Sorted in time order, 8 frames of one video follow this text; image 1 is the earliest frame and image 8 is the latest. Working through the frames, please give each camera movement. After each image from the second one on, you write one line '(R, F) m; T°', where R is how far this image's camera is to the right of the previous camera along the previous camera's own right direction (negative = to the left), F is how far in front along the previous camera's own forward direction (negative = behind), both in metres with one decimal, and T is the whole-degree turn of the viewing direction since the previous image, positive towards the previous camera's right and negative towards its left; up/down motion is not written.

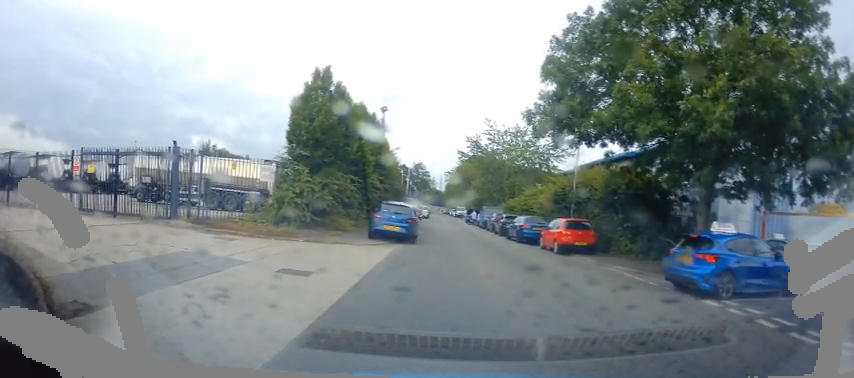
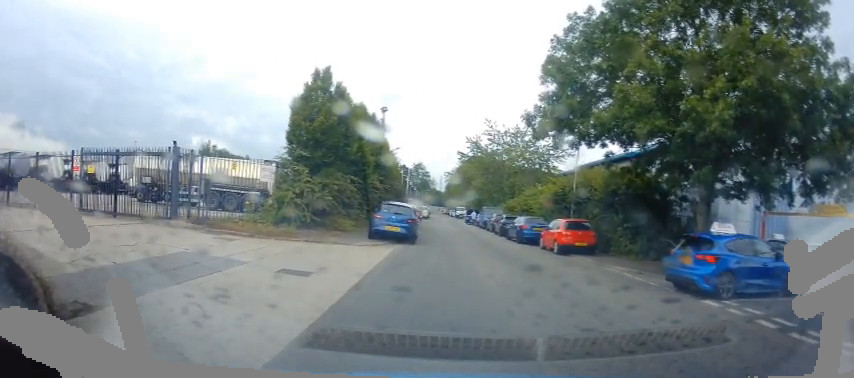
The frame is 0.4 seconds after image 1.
(0.0, 0.0) m; 0°
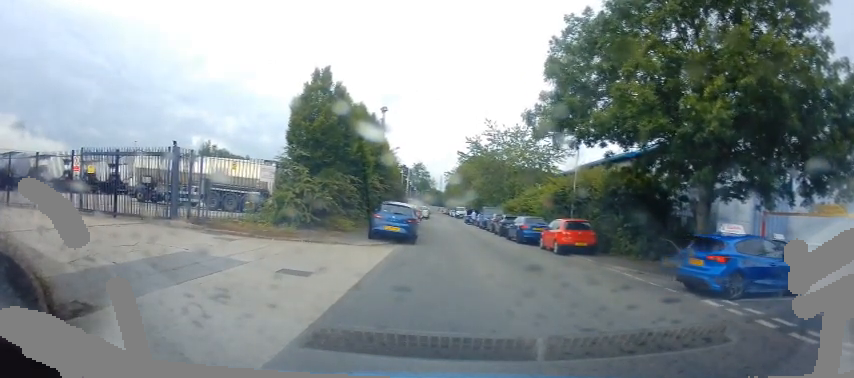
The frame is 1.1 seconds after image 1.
(0.0, 0.0) m; 0°
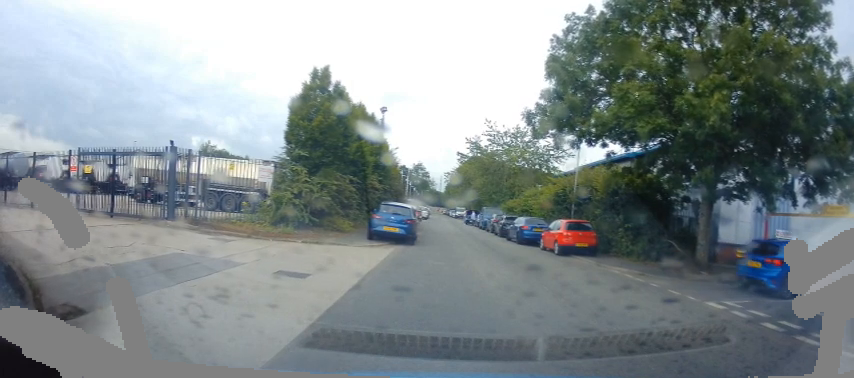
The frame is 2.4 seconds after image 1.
(-0.2, +0.4) m; 0°
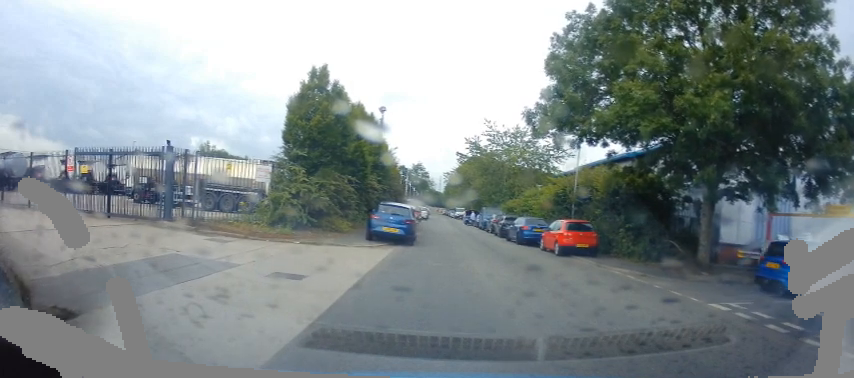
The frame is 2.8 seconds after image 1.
(-0.1, +0.2) m; 0°
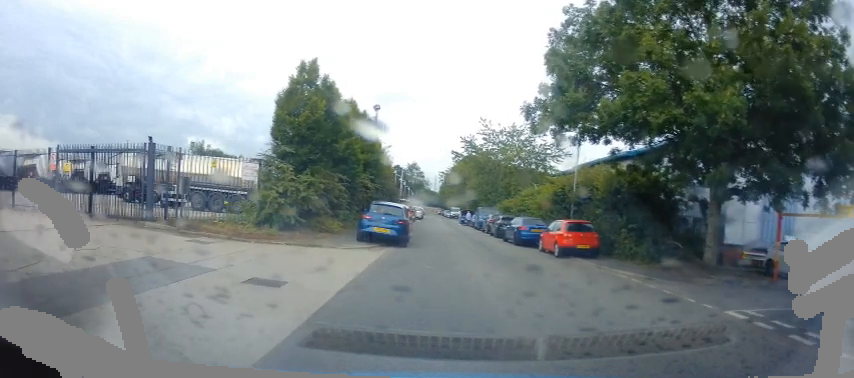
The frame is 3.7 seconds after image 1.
(+0.3, +0.7) m; 0°
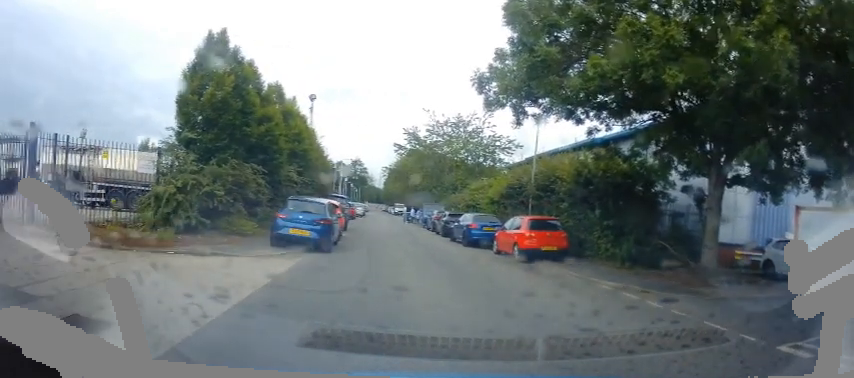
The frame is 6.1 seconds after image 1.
(+0.9, +3.2) m; +17°
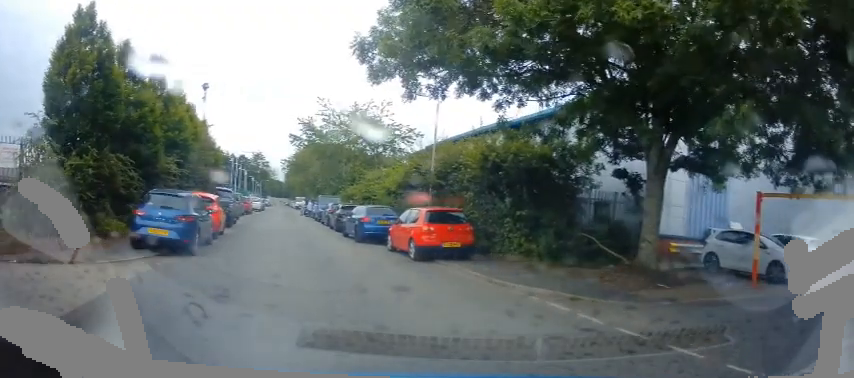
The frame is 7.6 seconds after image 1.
(+0.1, +2.4) m; +16°
